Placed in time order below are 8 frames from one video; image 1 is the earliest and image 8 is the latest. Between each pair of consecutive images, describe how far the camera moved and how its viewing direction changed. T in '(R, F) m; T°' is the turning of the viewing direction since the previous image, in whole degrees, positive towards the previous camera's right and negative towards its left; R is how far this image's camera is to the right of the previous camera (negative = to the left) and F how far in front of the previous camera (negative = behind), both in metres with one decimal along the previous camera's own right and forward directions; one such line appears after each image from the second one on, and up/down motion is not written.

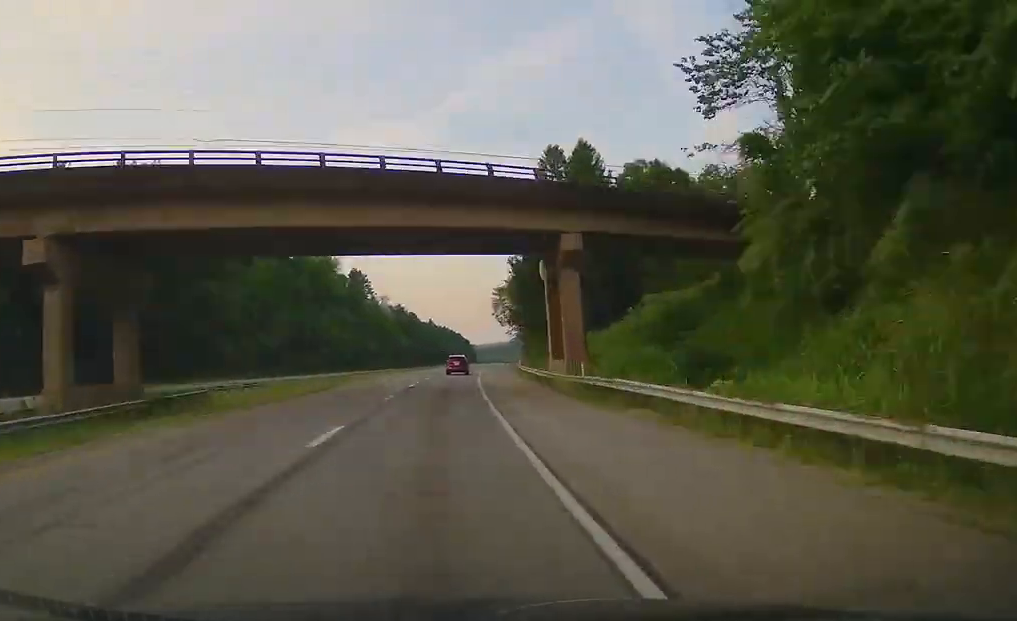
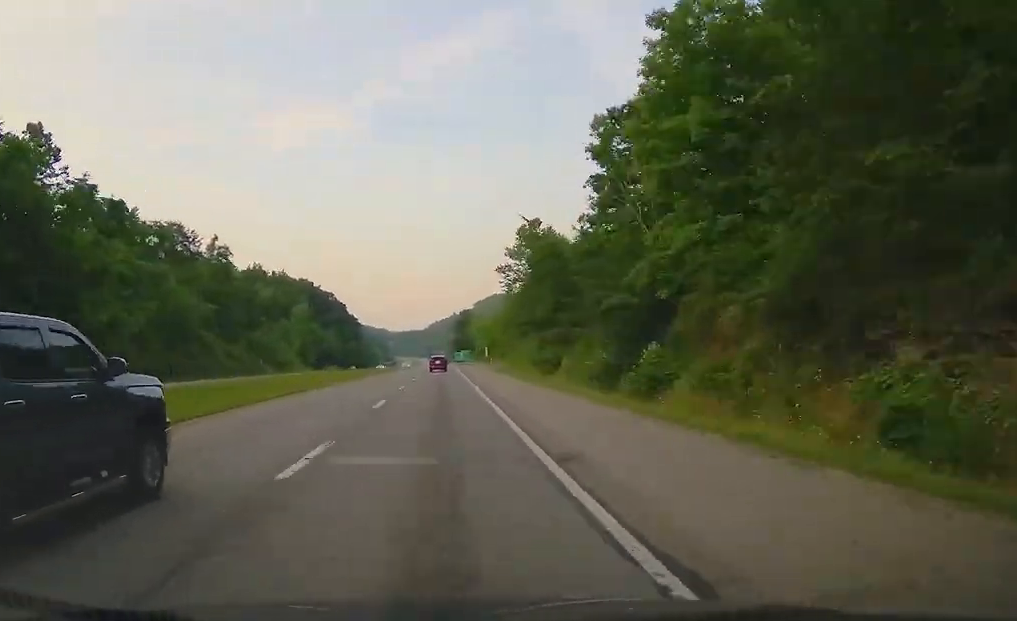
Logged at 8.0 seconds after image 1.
(+20.0, +282.6) m; +5°
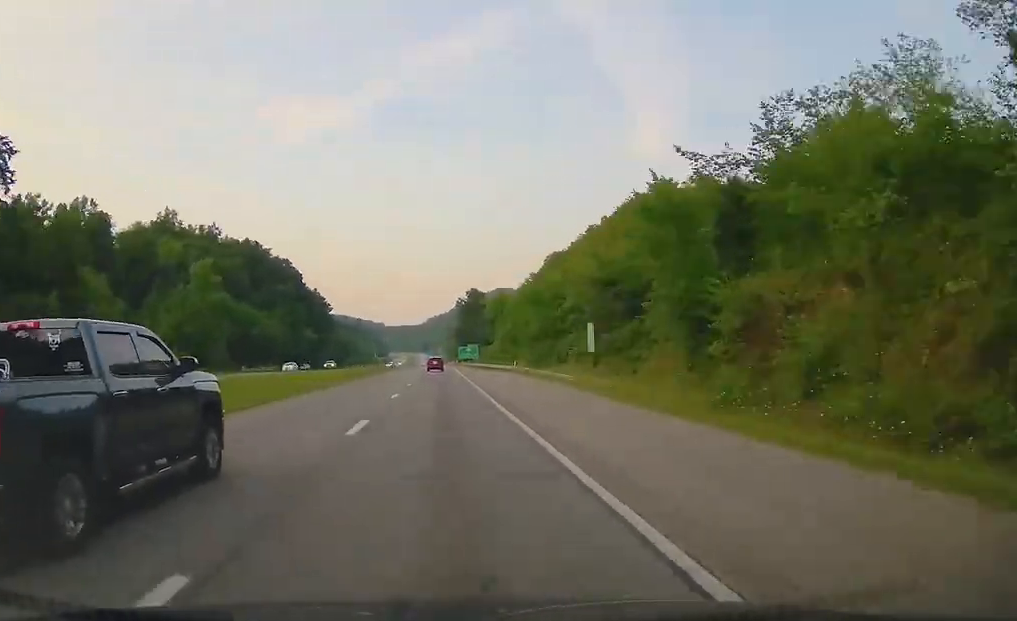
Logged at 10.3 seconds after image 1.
(-0.3, +80.7) m; 0°
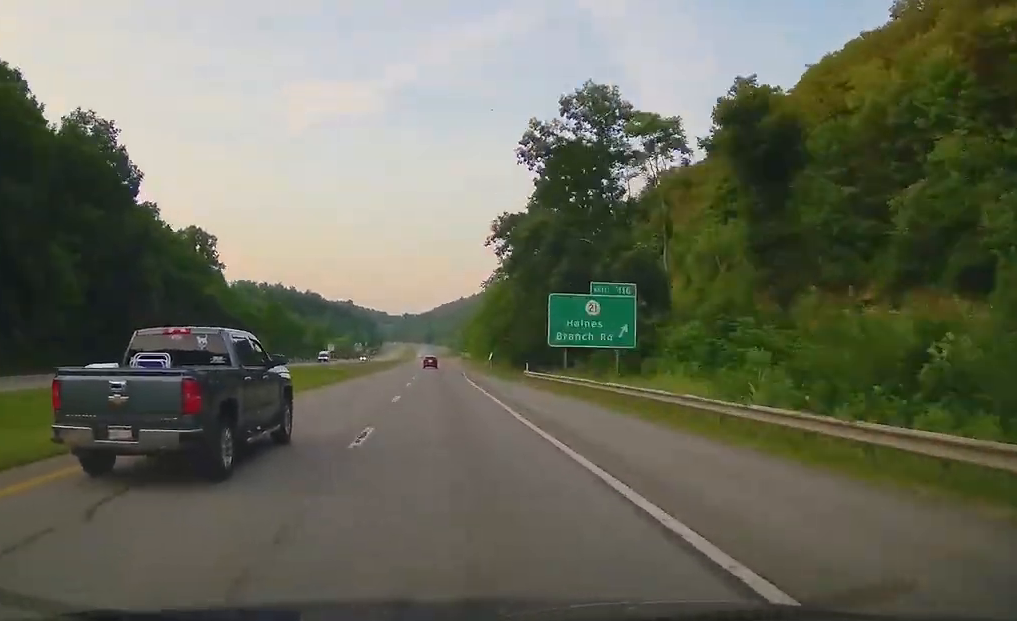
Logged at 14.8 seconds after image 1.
(-0.6, +161.5) m; -1°
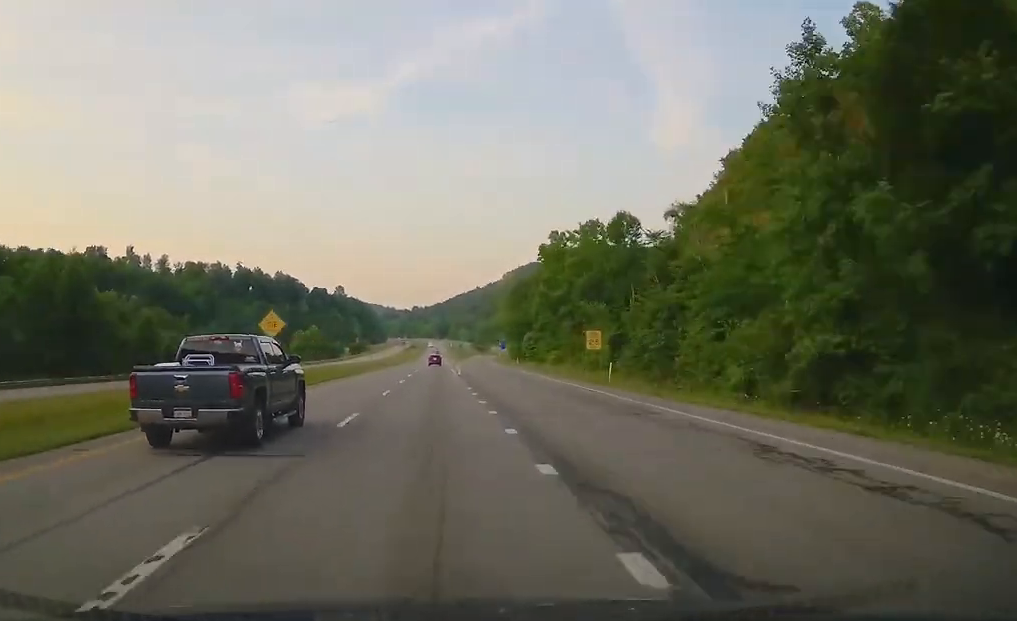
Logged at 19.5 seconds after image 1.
(-1.5, +166.8) m; -1°
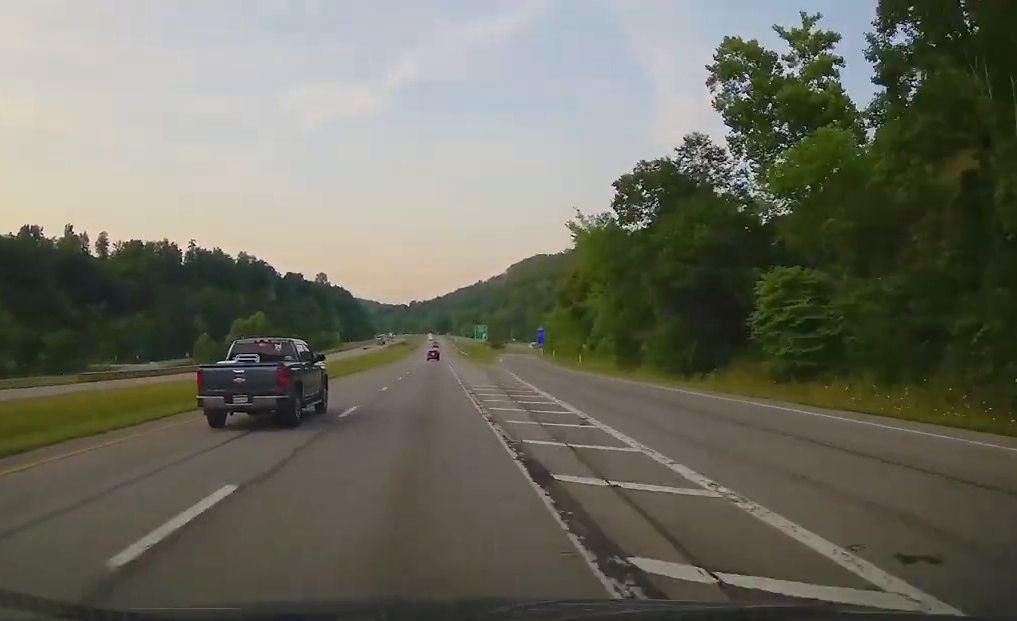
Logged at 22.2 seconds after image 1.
(0.0, +95.1) m; 0°
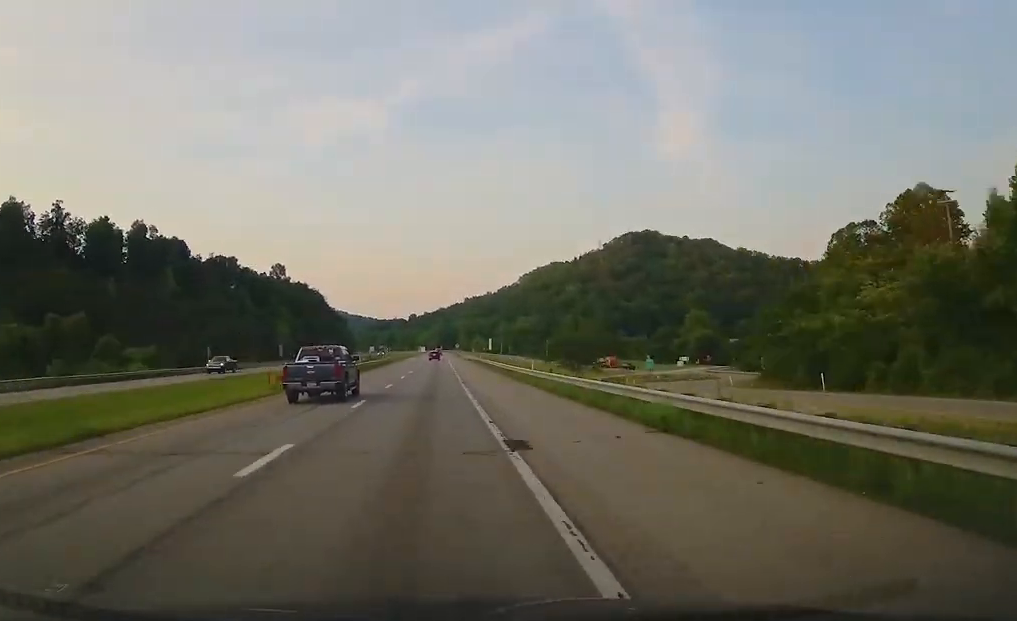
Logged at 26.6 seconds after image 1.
(0.0, +155.9) m; 0°
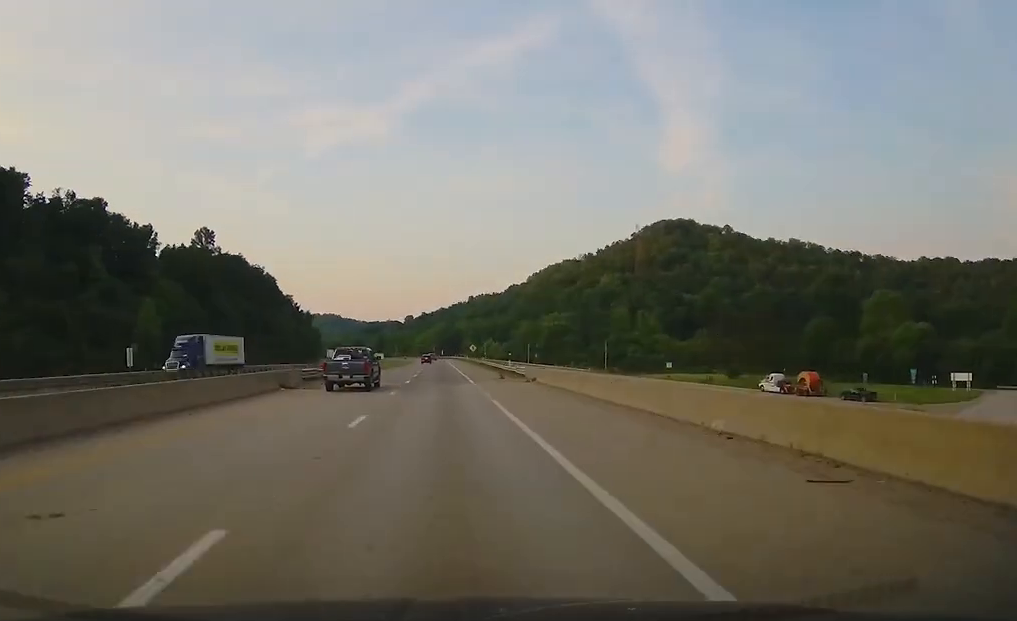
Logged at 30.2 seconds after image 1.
(-0.6, +126.7) m; -1°
